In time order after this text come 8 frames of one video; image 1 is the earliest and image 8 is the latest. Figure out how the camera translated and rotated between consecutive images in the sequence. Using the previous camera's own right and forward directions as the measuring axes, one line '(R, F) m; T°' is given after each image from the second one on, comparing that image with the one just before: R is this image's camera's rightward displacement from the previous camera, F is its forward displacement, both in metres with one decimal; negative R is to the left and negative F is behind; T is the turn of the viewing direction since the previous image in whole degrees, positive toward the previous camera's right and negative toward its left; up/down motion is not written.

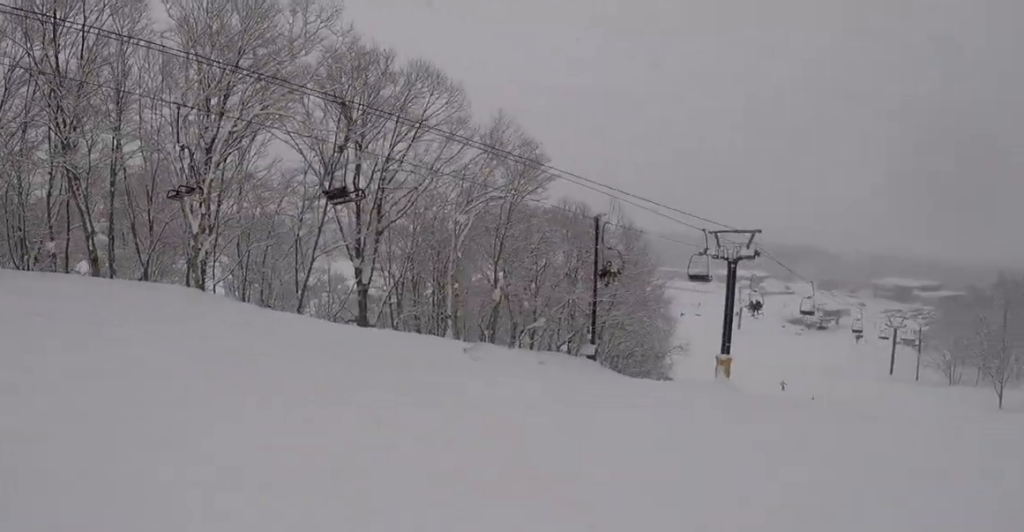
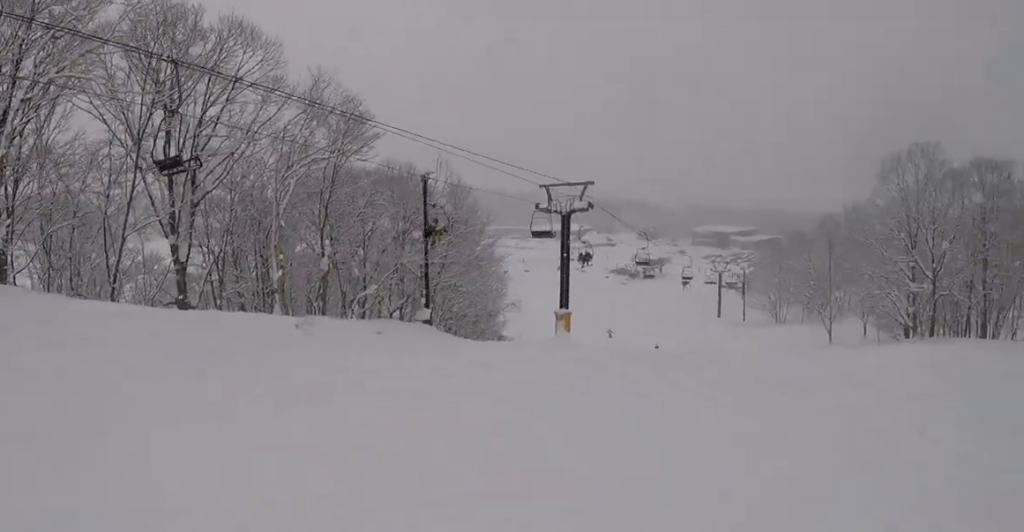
(+0.1, +2.0) m; +12°
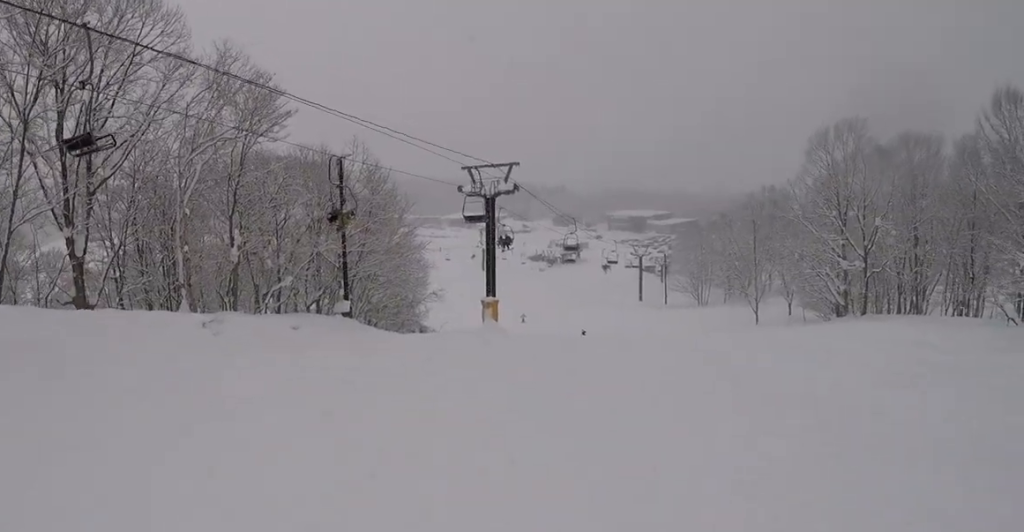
(+0.2, +2.0) m; +17°
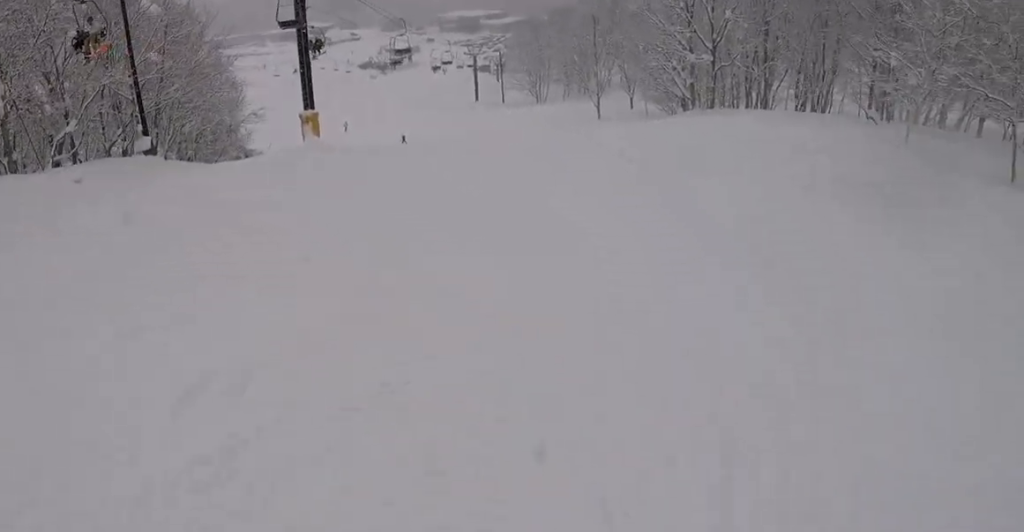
(+0.7, +2.7) m; +29°
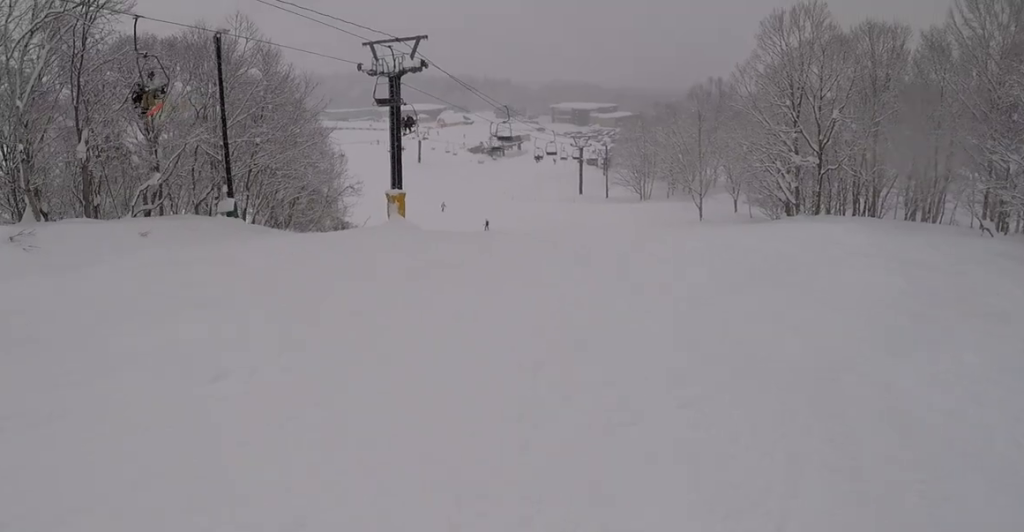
(+0.5, +1.6) m; -9°
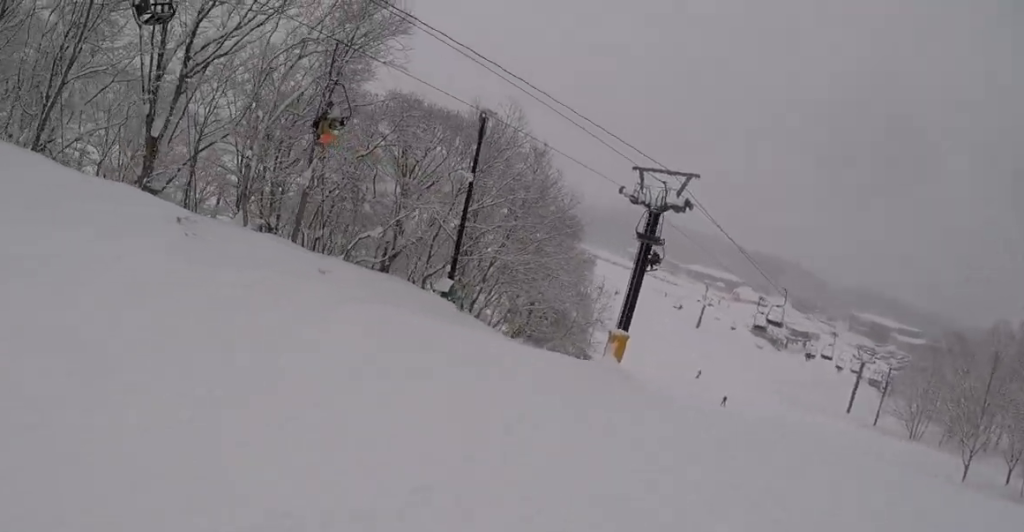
(-0.3, +2.6) m; -17°
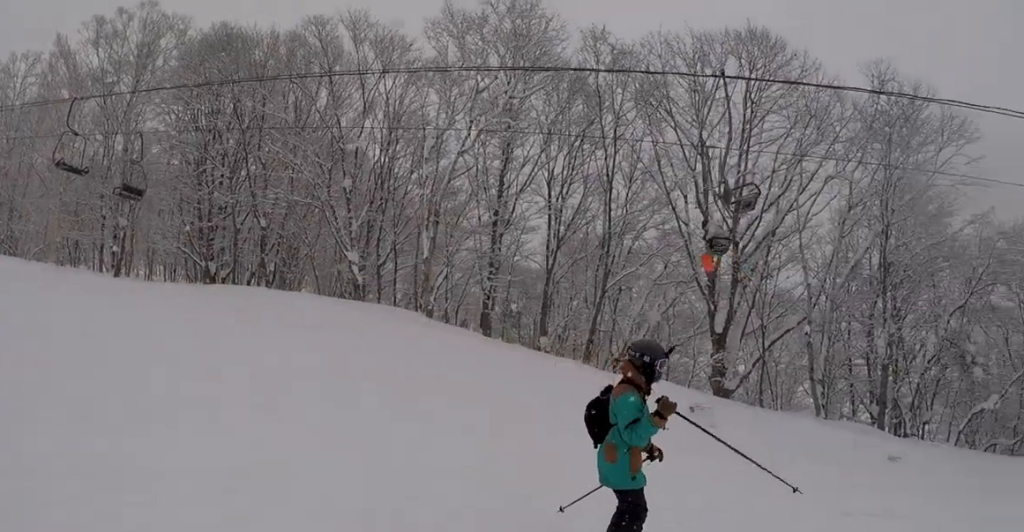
(-1.6, +5.4) m; -23°
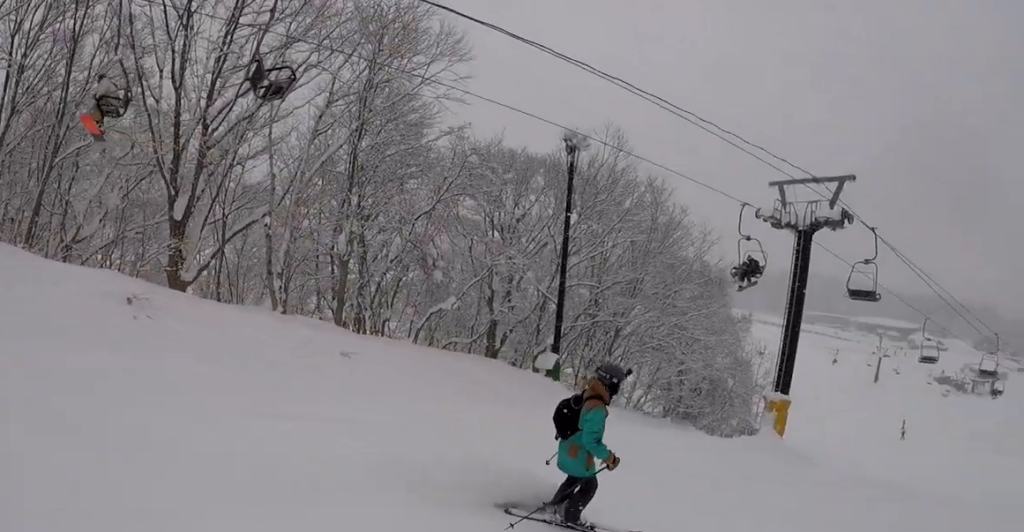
(-0.3, +1.7) m; +11°
